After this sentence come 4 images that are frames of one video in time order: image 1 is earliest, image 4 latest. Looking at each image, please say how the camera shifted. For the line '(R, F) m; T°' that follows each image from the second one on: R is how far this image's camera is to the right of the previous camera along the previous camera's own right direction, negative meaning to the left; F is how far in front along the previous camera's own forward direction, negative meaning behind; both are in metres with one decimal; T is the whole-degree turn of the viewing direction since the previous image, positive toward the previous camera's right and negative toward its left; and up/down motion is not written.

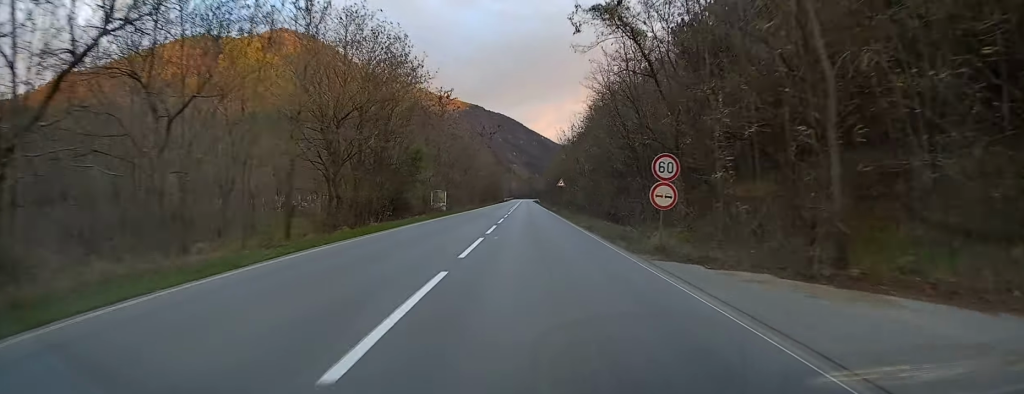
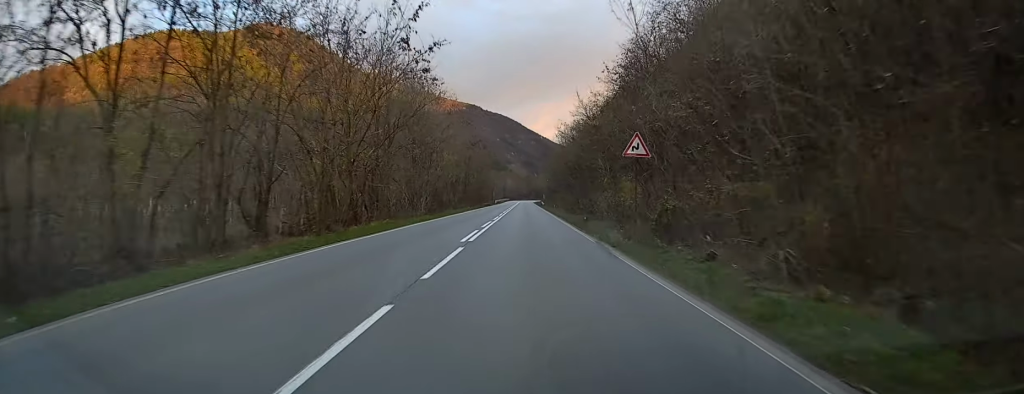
(-0.5, +48.1) m; -1°
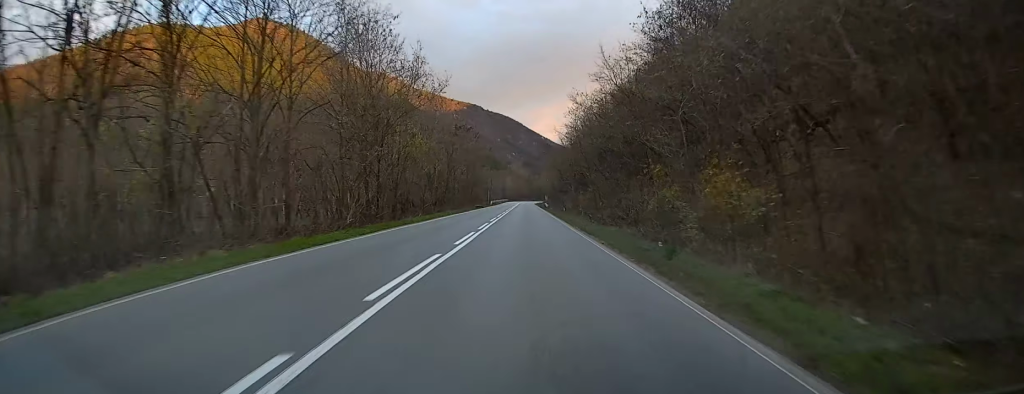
(+0.2, +19.6) m; +1°
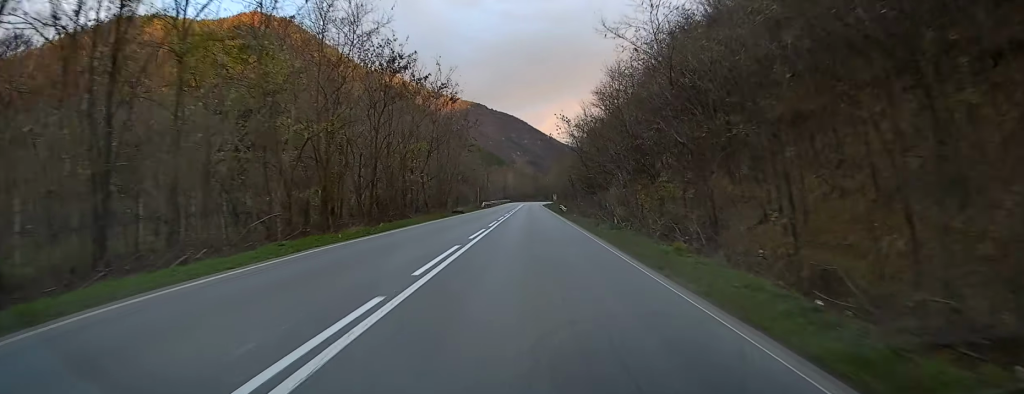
(-0.1, +33.3) m; 0°
